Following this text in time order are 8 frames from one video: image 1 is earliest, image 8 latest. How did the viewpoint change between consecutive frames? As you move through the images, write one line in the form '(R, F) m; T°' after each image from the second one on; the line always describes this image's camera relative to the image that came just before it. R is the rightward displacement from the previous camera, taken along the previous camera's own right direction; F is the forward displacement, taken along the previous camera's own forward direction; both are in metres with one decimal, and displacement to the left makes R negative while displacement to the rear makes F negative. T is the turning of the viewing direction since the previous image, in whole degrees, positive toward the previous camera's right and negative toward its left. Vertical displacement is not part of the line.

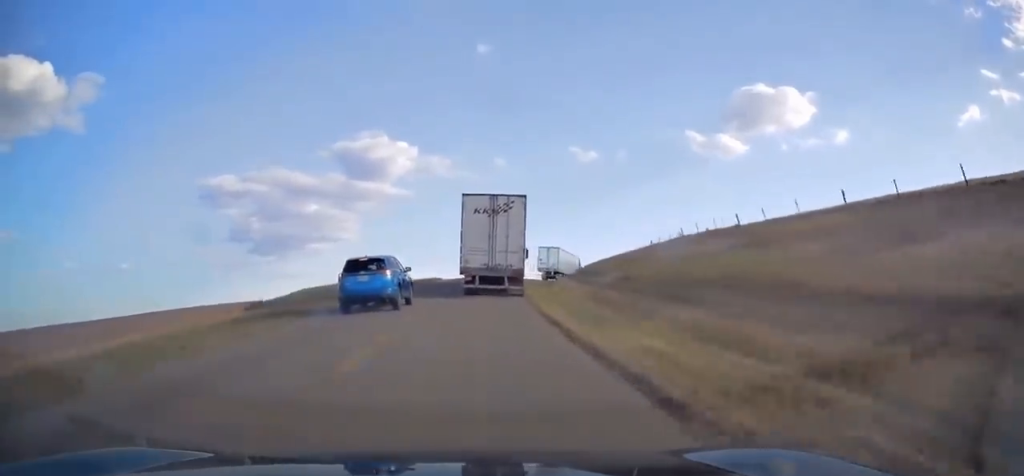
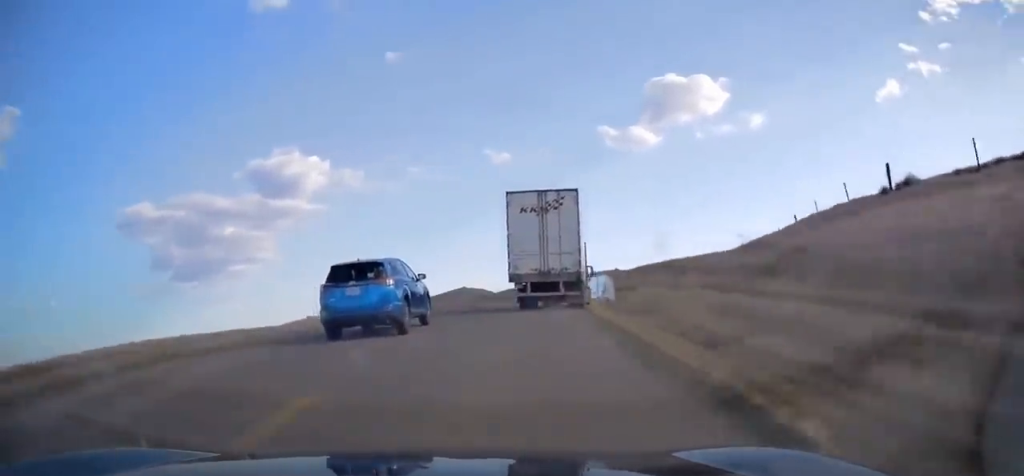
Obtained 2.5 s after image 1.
(+0.6, +49.0) m; +6°
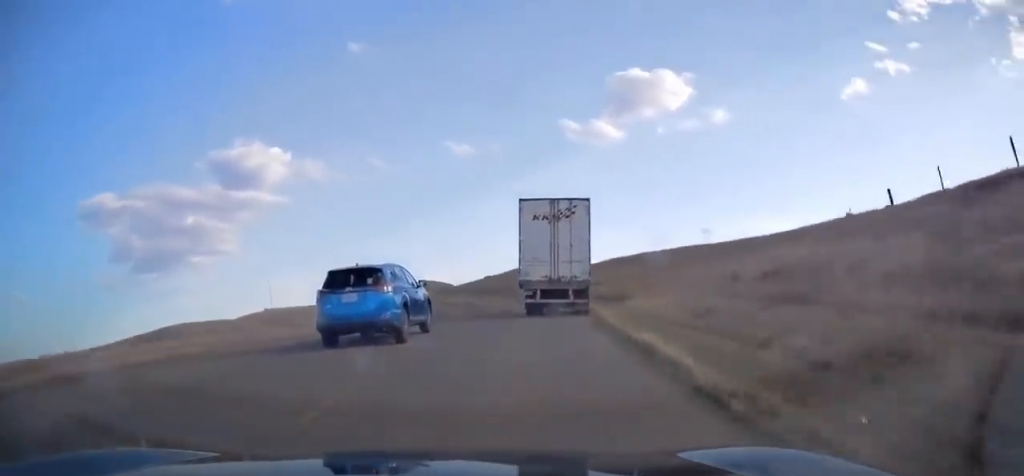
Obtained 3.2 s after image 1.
(+0.6, +11.9) m; +4°
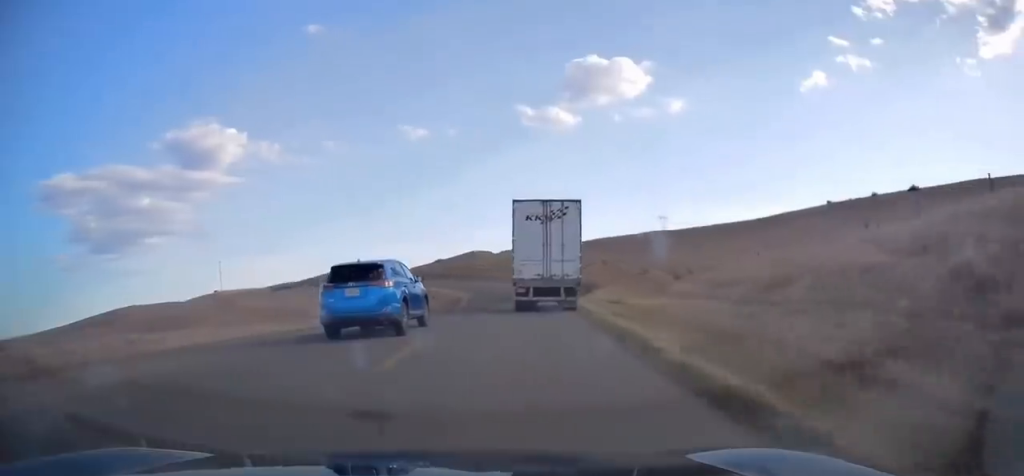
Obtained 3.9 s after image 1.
(+0.5, +11.8) m; +3°
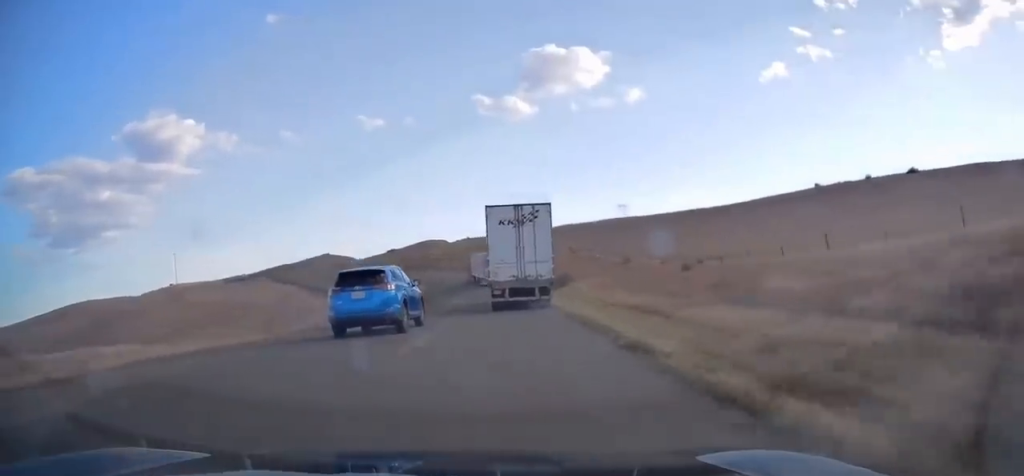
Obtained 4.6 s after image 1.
(-0.1, +12.8) m; +4°
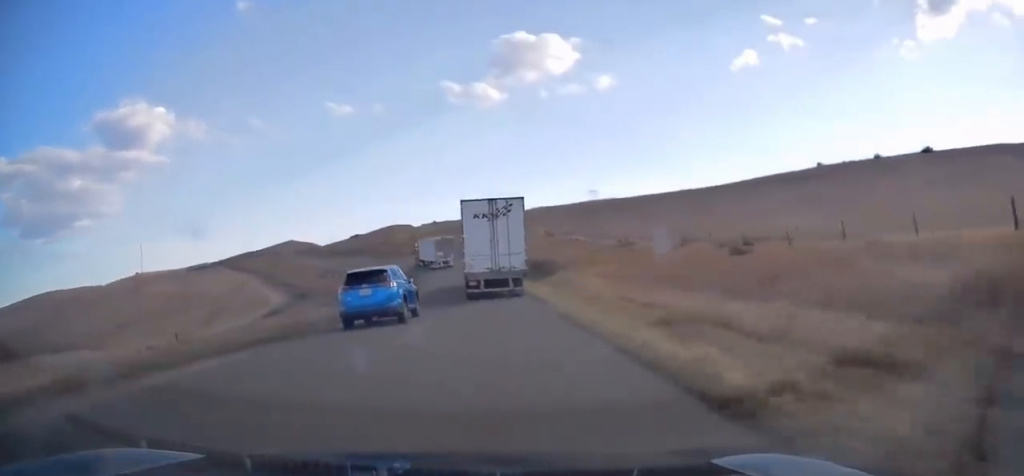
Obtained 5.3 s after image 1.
(+0.7, +12.8) m; +3°
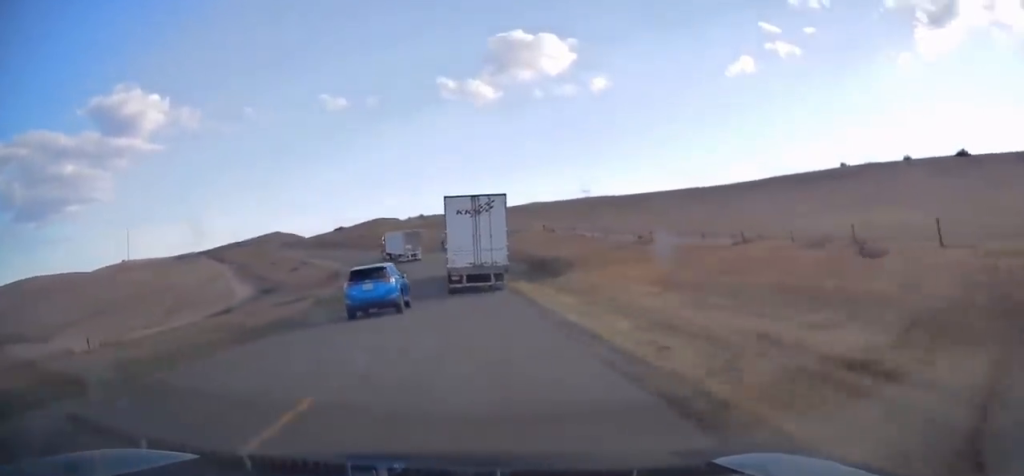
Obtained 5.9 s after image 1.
(+0.4, +10.6) m; +2°
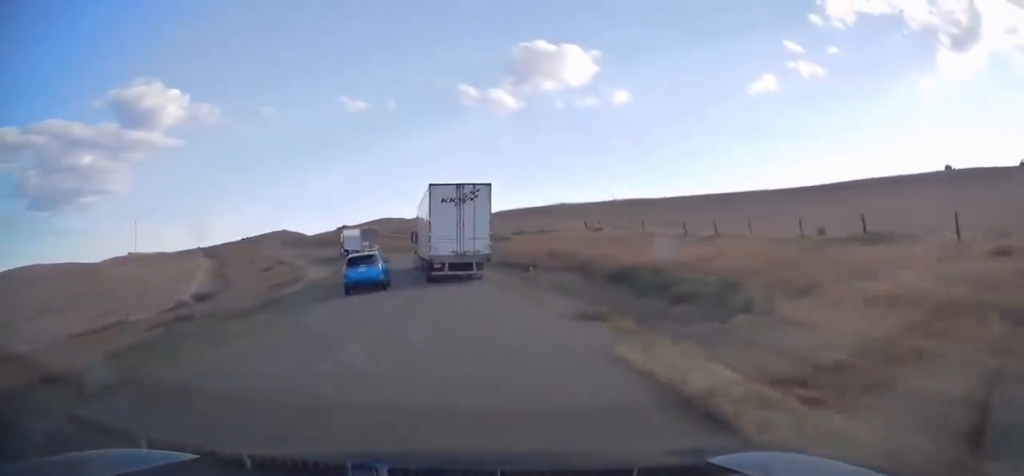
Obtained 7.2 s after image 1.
(-0.1, +23.5) m; -1°
